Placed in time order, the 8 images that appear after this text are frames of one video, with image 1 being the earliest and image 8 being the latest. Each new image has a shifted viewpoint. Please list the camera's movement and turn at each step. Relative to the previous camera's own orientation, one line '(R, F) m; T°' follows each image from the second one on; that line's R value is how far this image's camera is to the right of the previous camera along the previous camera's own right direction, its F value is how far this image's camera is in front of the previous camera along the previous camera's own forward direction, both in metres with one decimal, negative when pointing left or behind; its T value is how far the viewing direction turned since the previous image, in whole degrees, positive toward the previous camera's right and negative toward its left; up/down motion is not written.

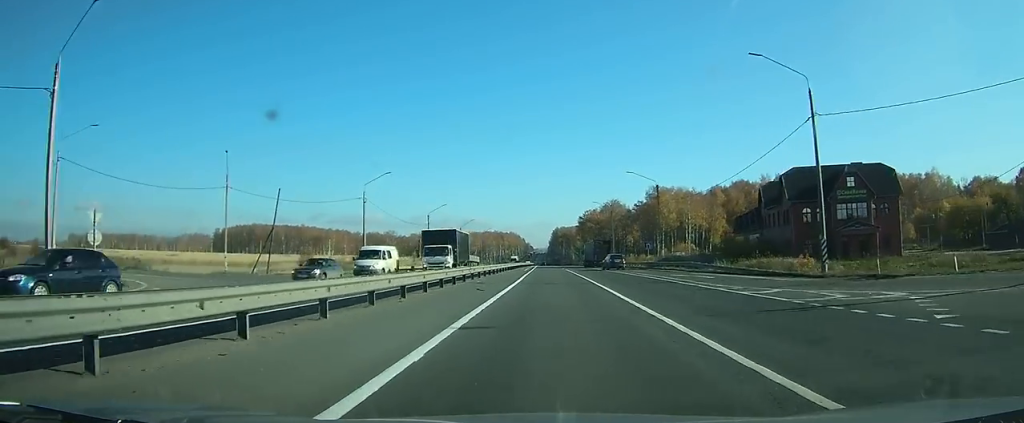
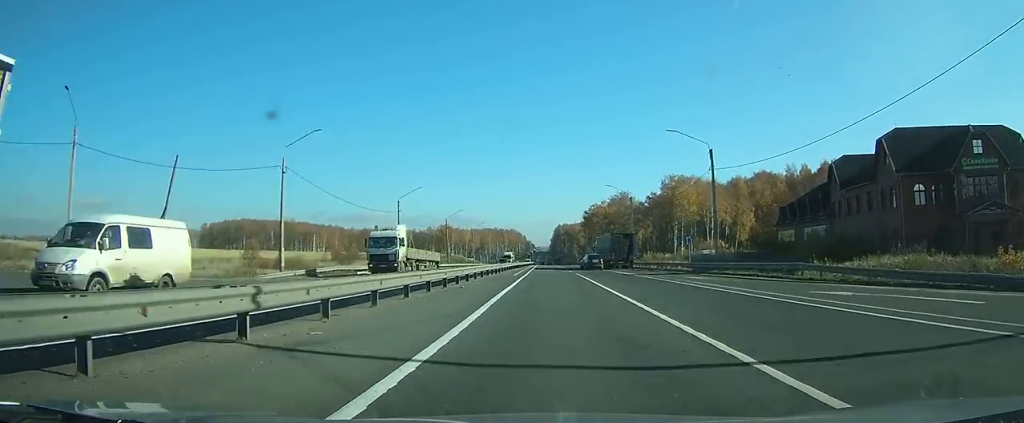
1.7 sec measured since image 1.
(-0.1, +22.1) m; 0°
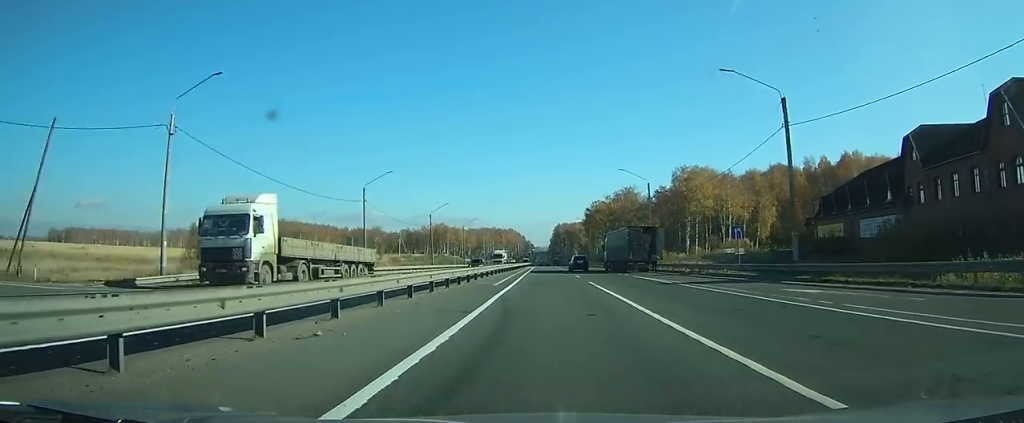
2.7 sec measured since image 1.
(-0.1, +15.2) m; 0°
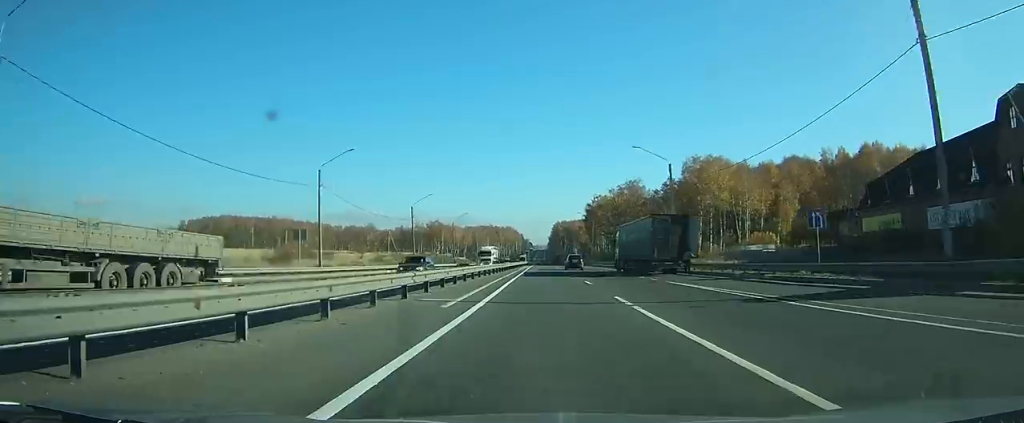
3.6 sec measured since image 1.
(+0.1, +13.2) m; 0°
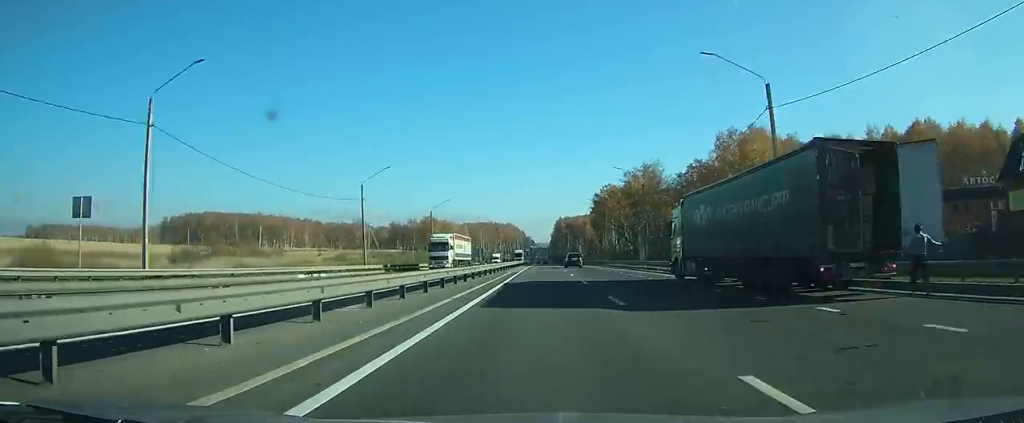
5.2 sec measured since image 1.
(0.0, +25.0) m; 0°
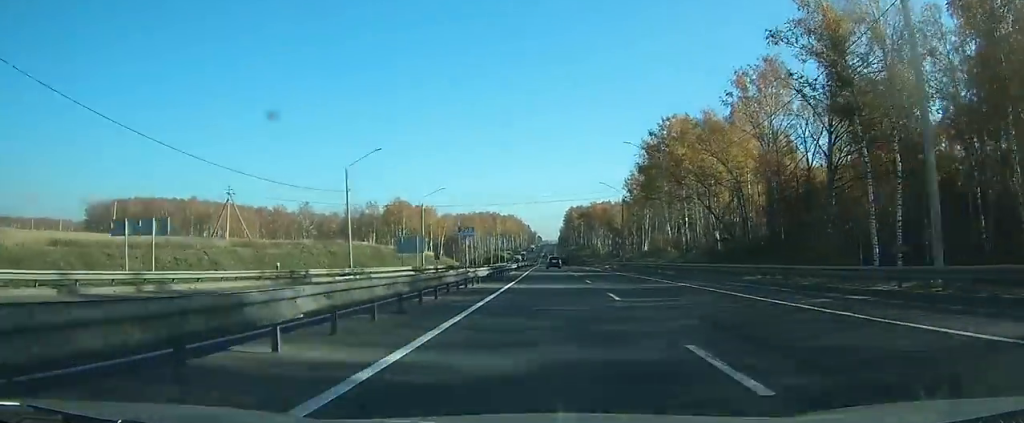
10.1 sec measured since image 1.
(-0.5, +85.7) m; 0°
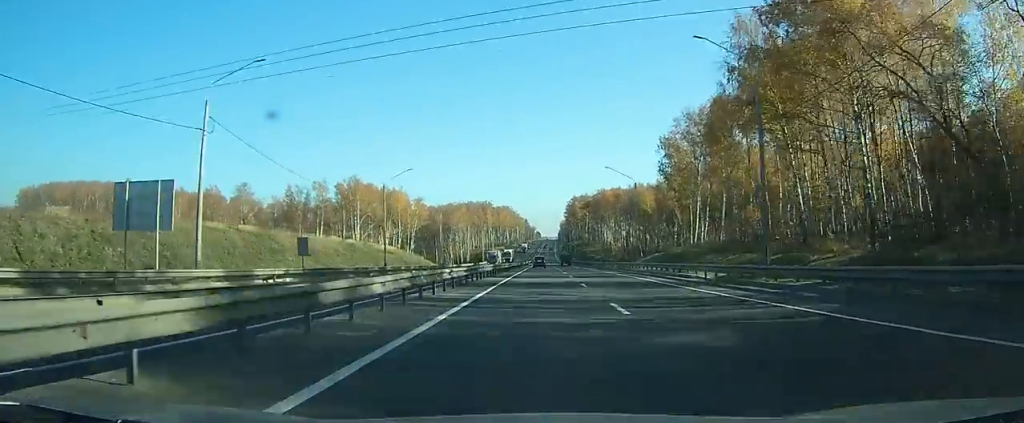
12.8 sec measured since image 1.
(+0.1, +55.2) m; 0°
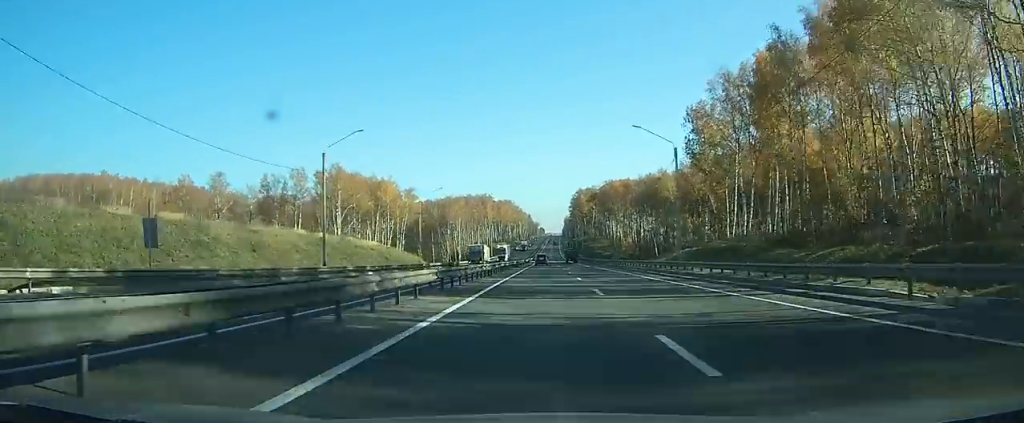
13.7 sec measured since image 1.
(+0.1, +18.9) m; 0°
